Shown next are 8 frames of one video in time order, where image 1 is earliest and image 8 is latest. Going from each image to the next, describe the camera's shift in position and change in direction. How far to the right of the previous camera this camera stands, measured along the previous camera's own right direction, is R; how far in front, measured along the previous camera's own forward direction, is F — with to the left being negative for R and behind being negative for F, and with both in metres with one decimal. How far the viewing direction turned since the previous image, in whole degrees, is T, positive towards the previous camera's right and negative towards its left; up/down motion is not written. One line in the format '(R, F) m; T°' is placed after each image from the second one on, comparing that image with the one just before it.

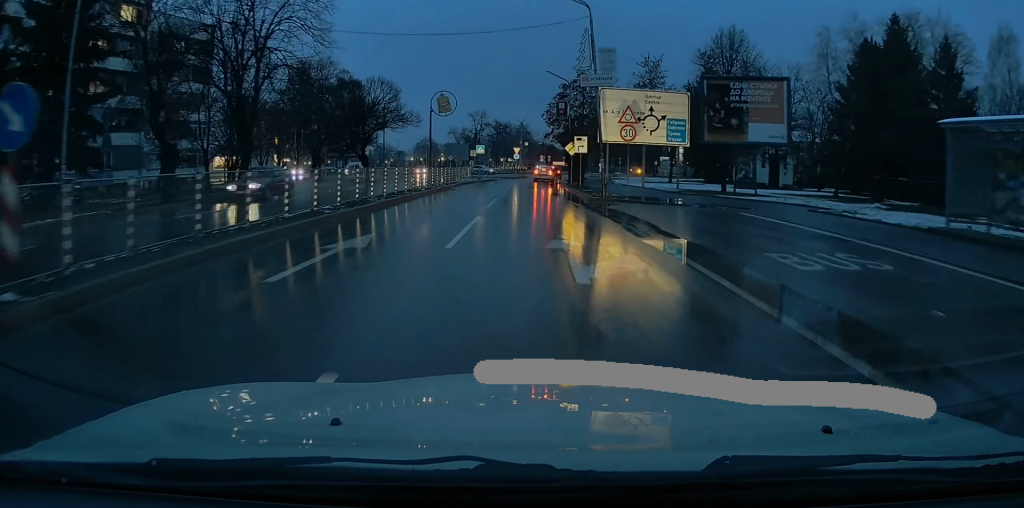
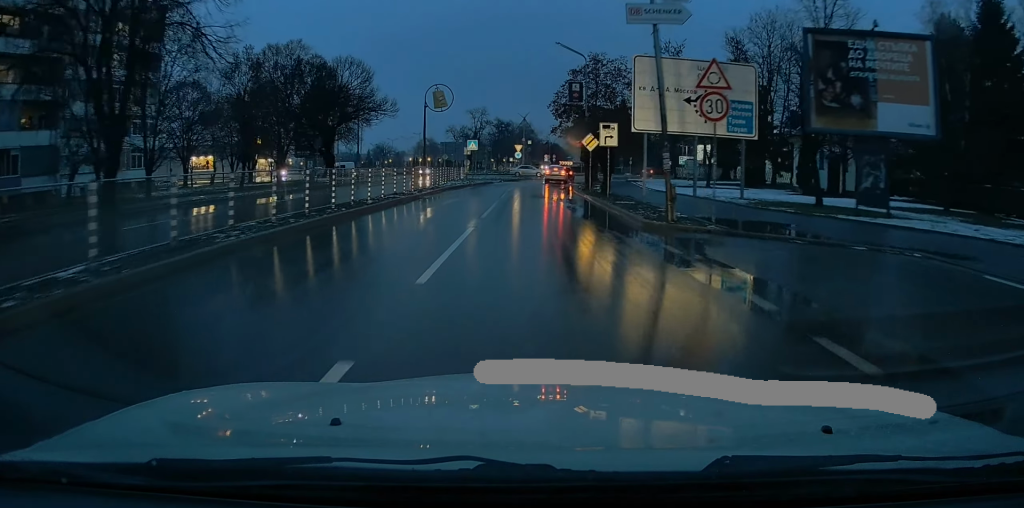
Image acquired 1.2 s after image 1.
(0.0, +11.5) m; 0°
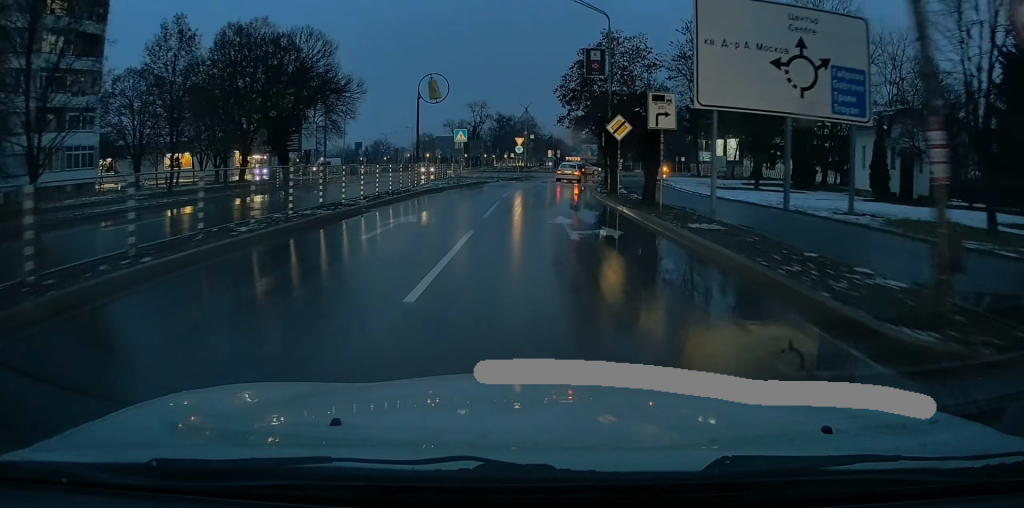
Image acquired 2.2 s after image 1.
(-0.1, +9.8) m; -1°
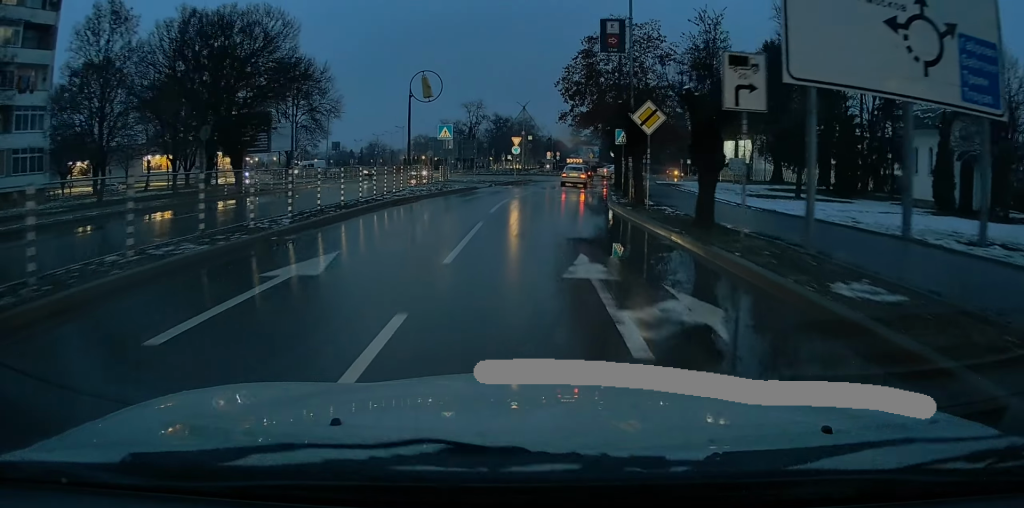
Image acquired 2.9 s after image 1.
(-0.3, +6.5) m; +1°
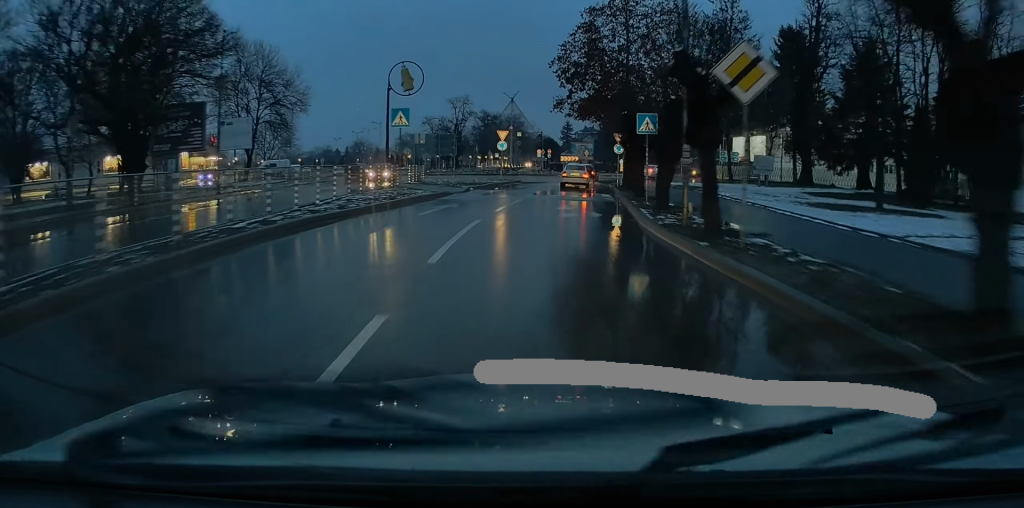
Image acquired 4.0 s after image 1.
(+0.5, +8.8) m; +2°
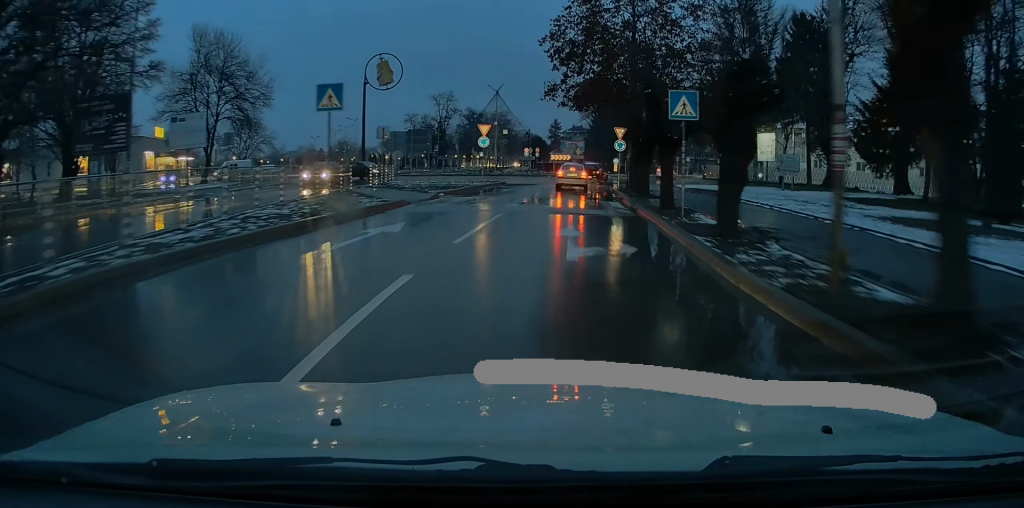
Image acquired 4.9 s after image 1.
(-0.2, +6.9) m; +2°
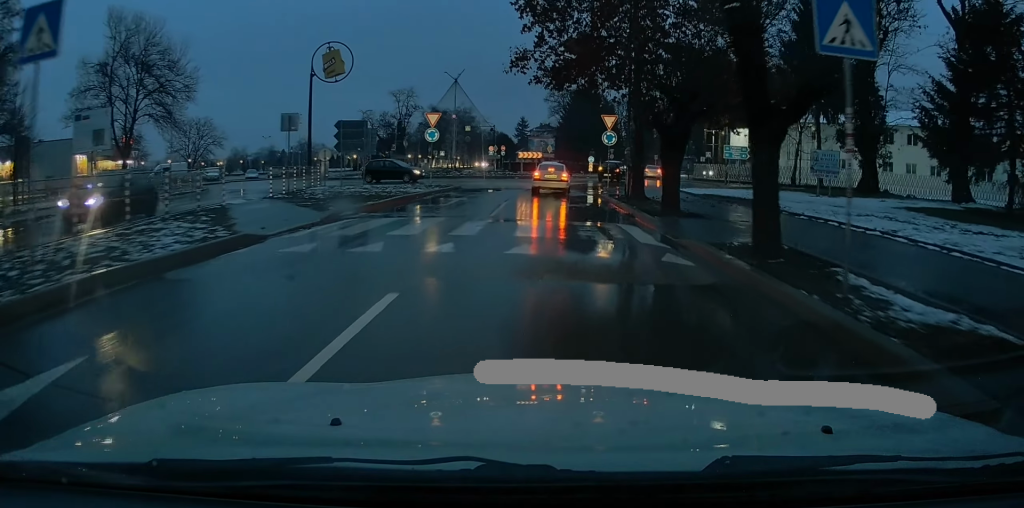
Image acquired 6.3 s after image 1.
(+0.4, +9.2) m; +1°
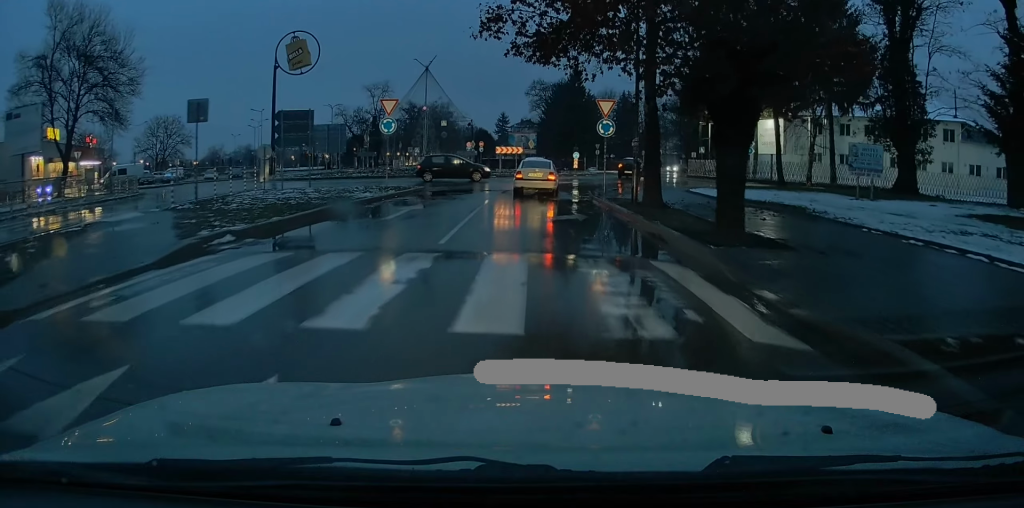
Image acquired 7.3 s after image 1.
(-0.1, +5.9) m; 0°
